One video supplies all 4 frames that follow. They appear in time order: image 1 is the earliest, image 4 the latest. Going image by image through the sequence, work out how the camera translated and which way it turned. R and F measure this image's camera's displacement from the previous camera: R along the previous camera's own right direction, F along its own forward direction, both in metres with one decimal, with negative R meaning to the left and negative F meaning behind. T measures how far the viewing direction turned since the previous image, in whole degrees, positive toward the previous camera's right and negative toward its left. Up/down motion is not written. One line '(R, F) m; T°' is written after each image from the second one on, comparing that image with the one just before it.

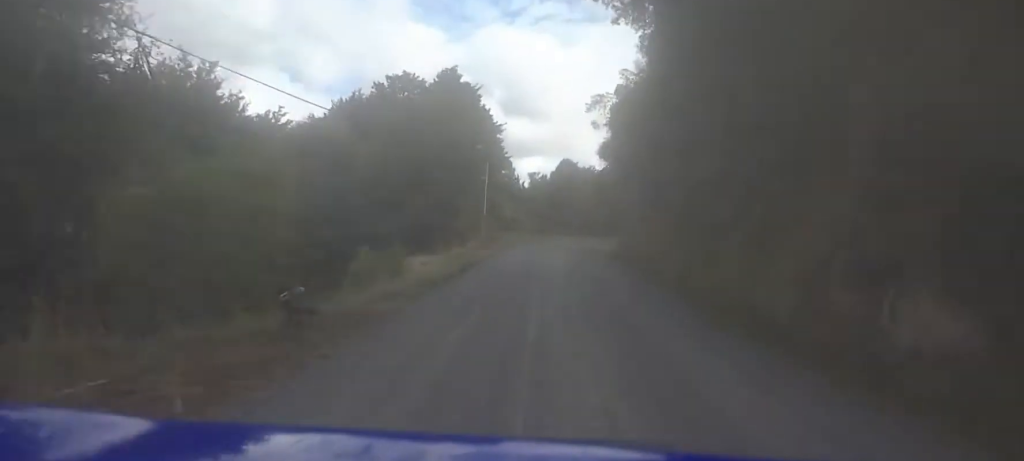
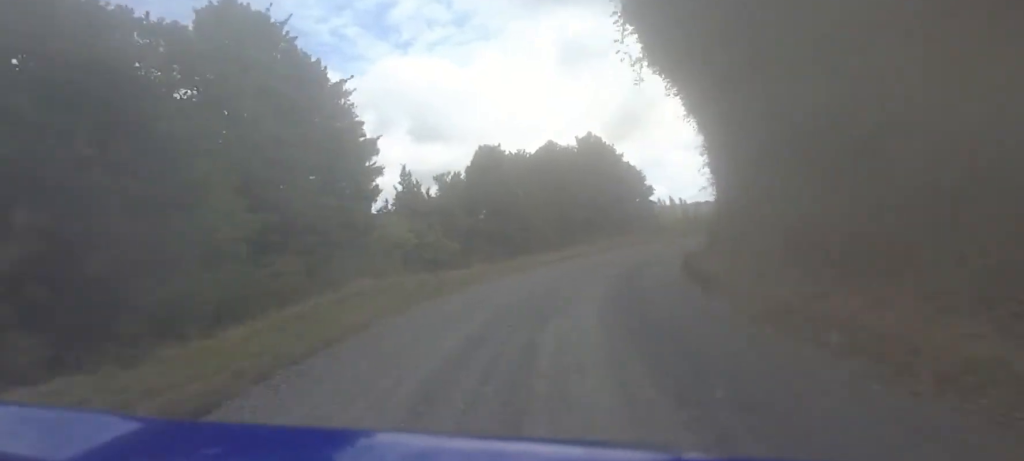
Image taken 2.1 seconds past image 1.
(+2.1, +34.7) m; +10°
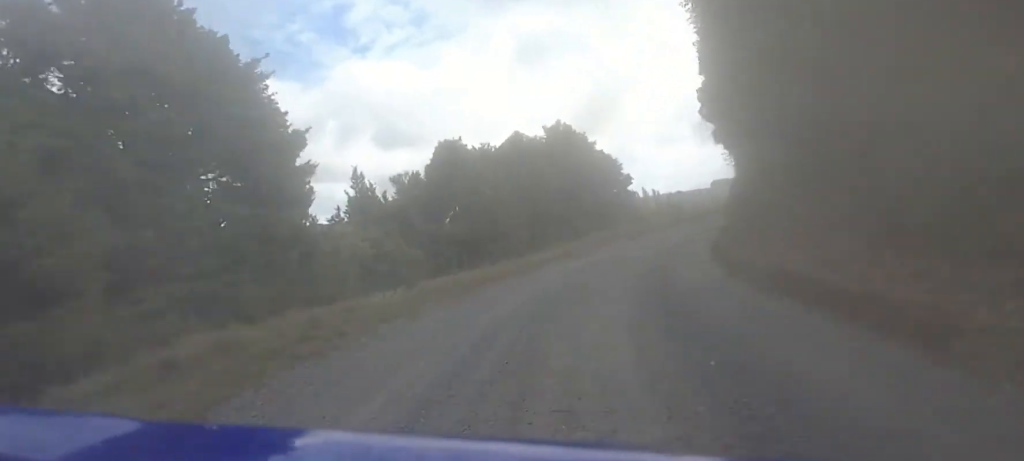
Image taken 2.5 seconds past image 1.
(0.0, +6.6) m; +3°
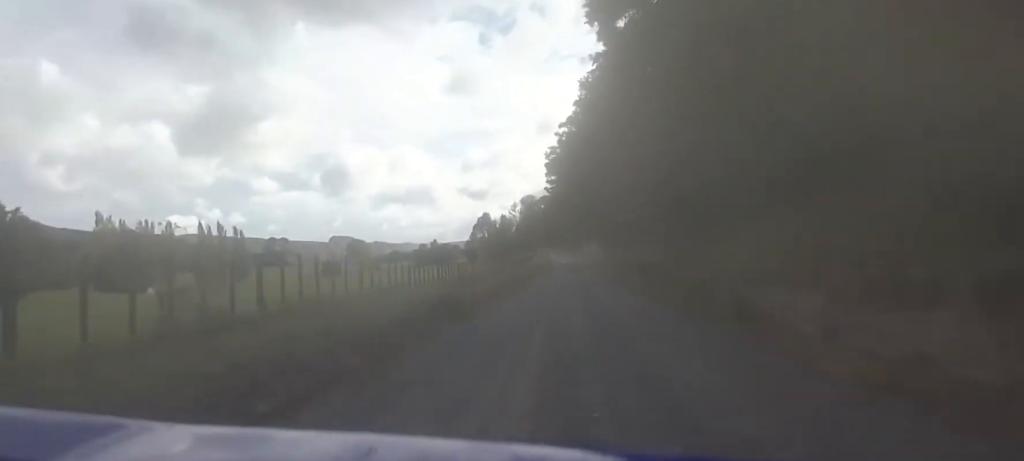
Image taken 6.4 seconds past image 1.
(+9.0, +51.5) m; +21°
